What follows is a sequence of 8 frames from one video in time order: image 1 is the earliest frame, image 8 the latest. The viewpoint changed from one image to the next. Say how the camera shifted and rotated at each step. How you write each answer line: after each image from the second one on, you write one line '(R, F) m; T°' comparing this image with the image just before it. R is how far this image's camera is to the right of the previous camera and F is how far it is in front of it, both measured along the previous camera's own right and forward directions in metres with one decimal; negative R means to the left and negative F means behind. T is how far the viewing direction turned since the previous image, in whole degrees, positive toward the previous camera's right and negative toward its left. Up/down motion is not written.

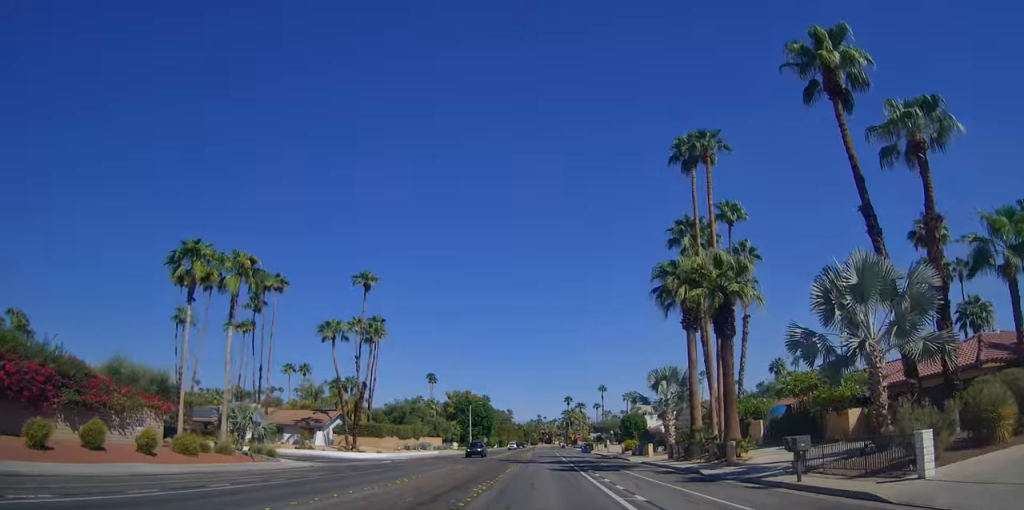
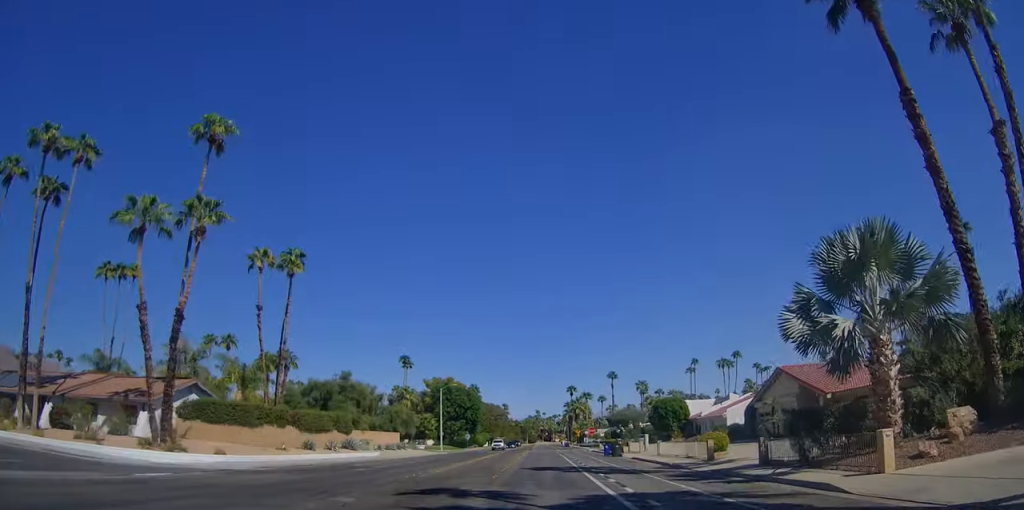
(0.0, +32.5) m; 0°
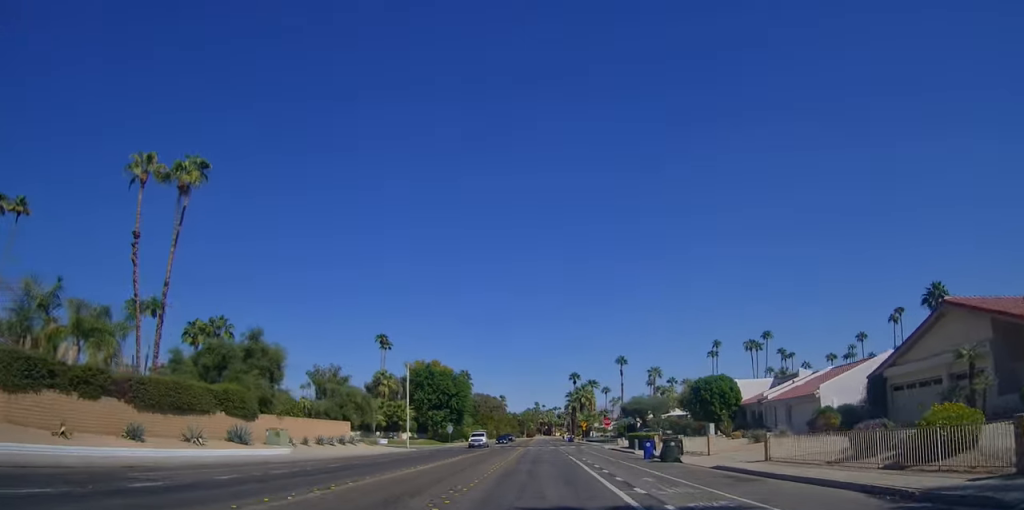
(0.0, +21.8) m; 0°
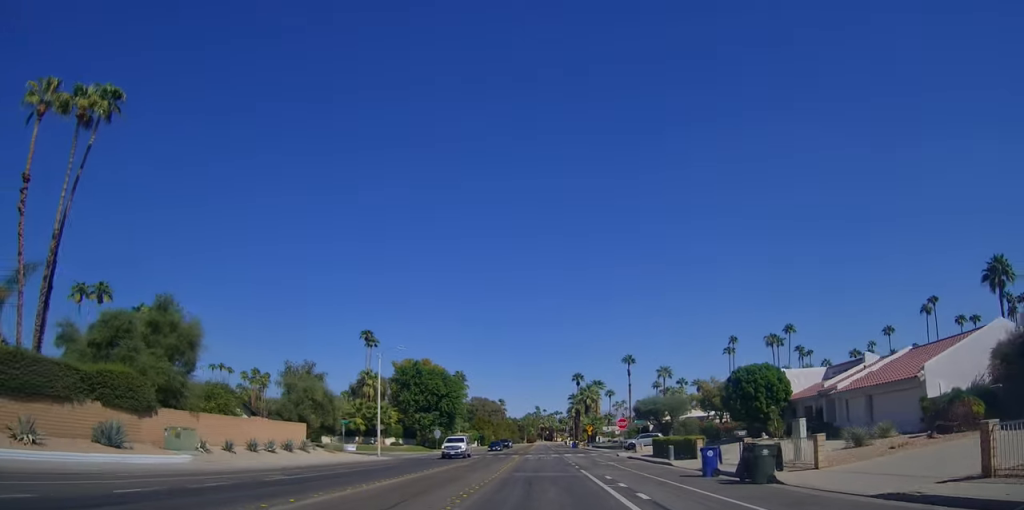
(0.0, +13.0) m; 0°
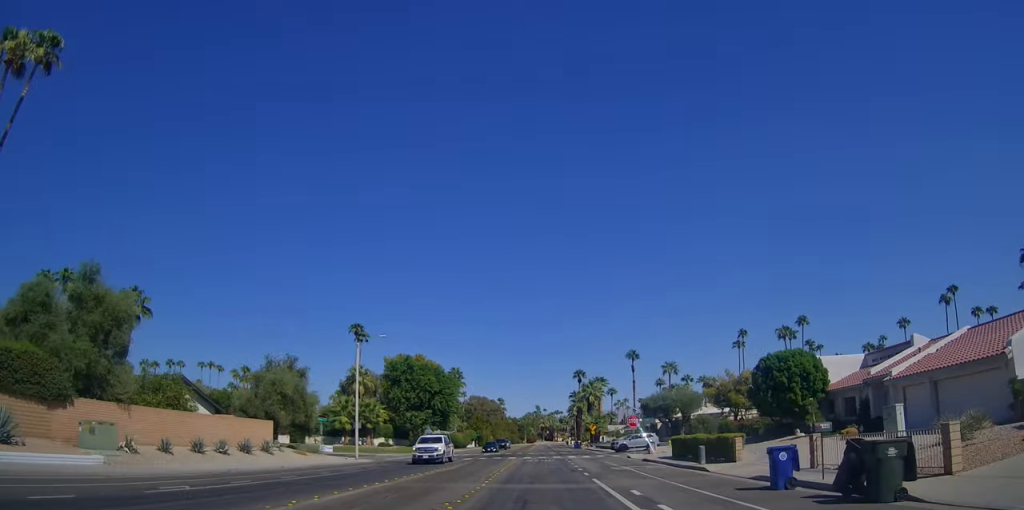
(0.0, +7.0) m; 0°
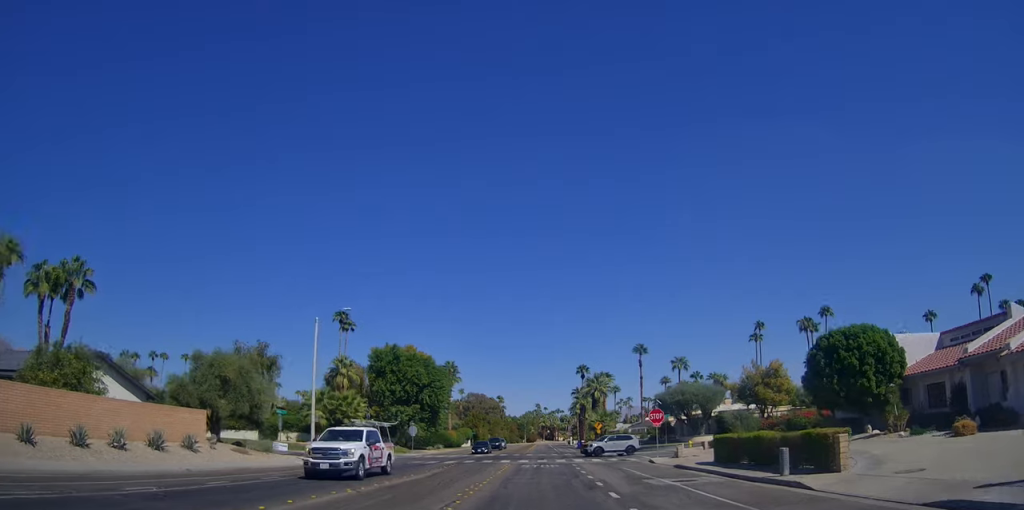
(0.0, +10.5) m; 0°
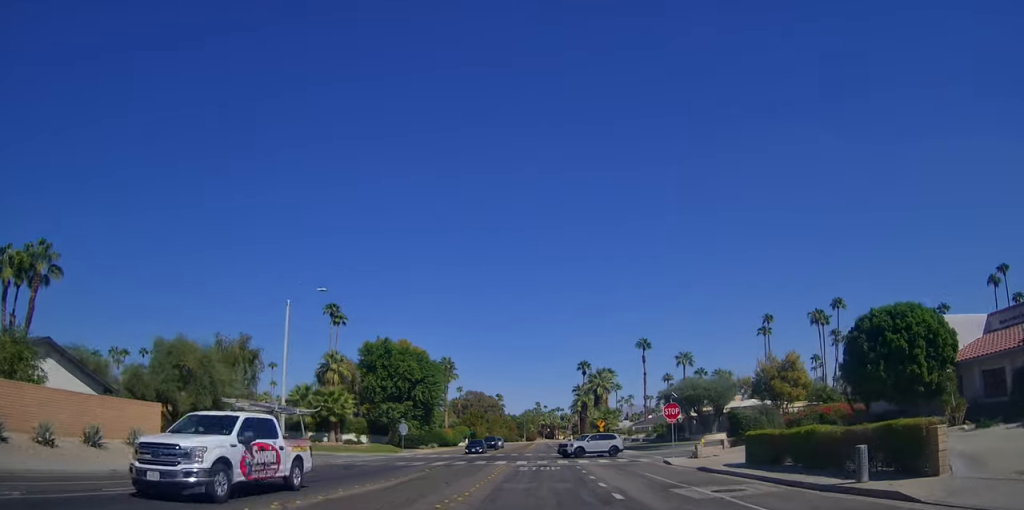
(0.0, +5.1) m; +1°
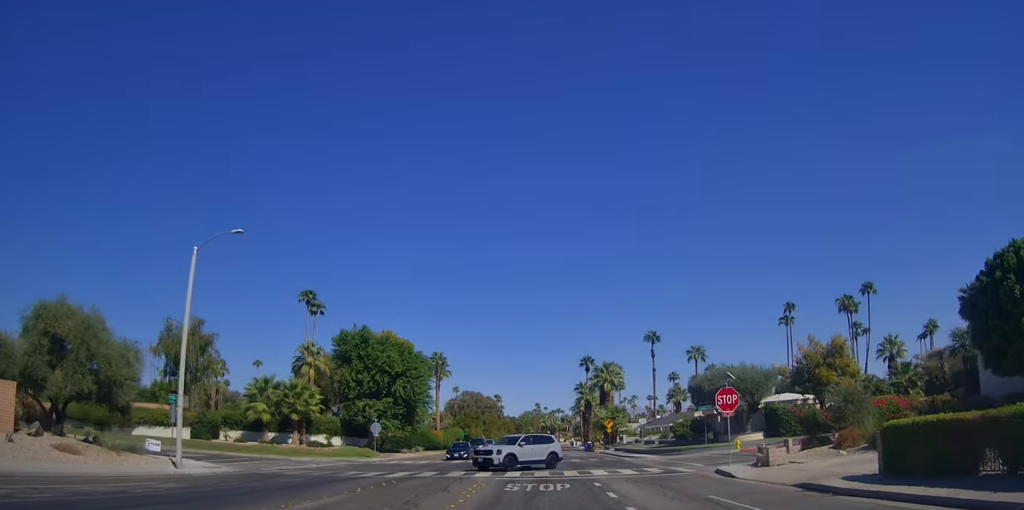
(+0.2, +11.9) m; +2°
